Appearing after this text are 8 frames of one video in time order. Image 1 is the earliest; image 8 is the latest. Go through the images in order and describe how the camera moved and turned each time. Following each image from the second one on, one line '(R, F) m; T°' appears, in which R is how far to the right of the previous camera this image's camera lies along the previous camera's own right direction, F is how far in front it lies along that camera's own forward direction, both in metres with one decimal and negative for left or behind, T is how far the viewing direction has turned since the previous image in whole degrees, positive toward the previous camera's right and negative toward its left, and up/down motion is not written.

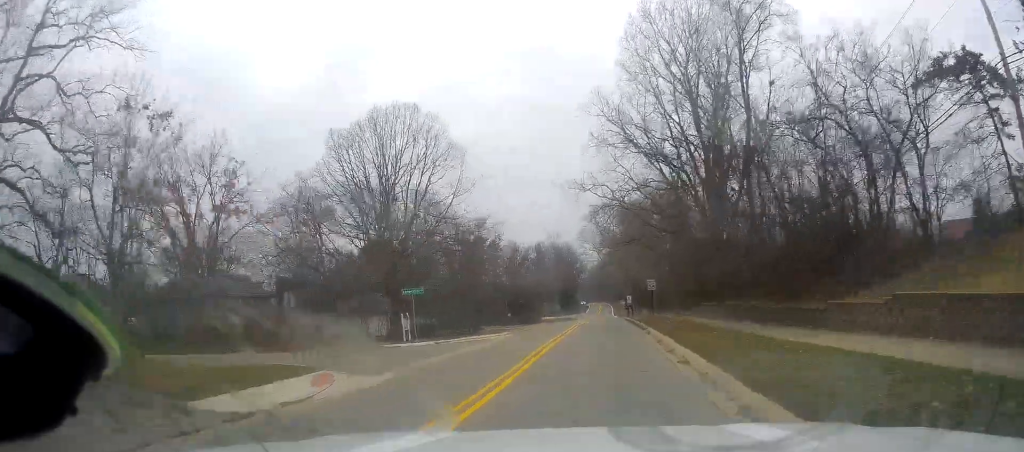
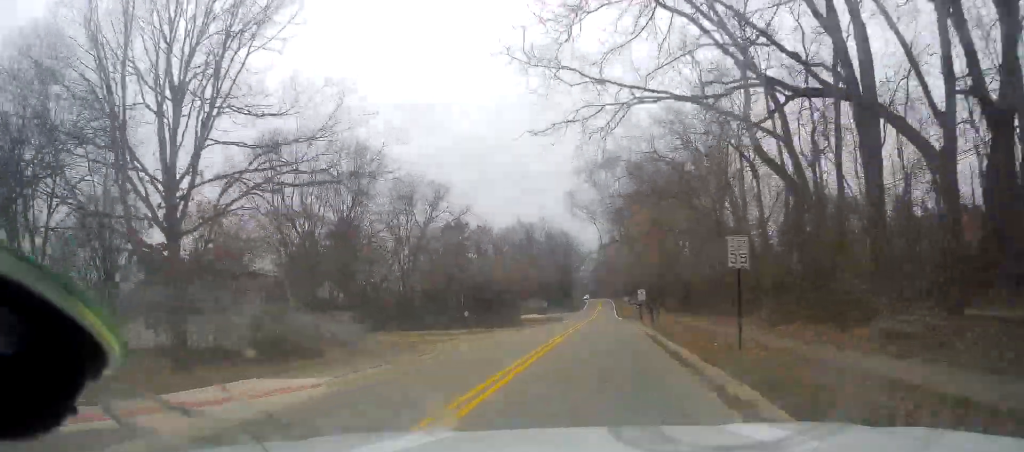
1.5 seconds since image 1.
(+1.1, +26.5) m; +1°
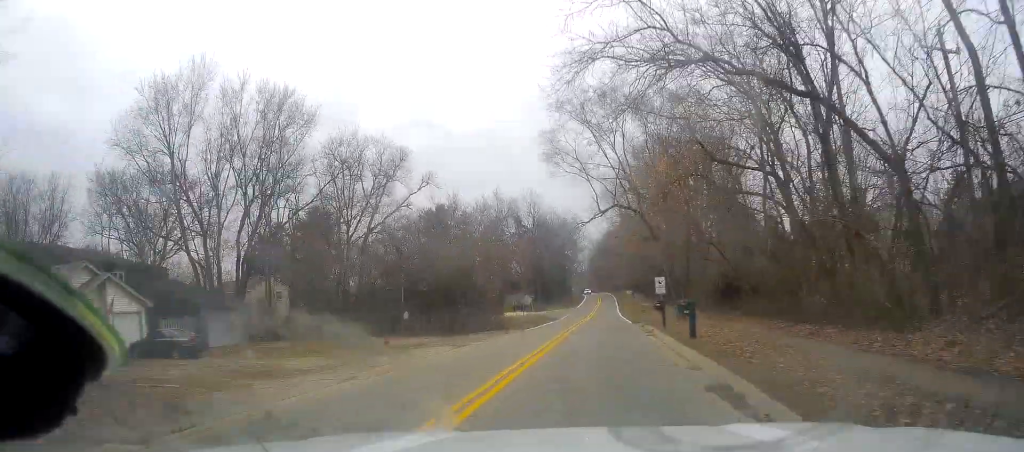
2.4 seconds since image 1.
(-0.9, +17.5) m; -1°
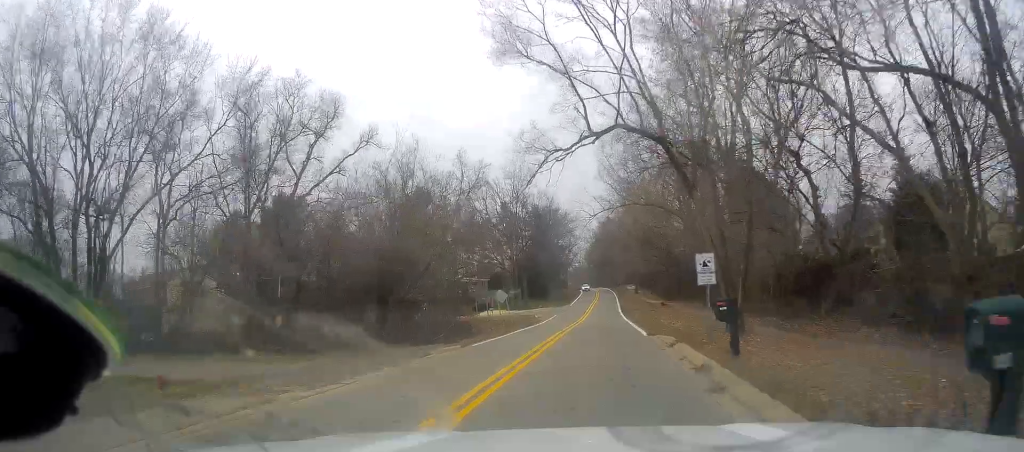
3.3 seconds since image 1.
(+0.6, +16.4) m; +1°
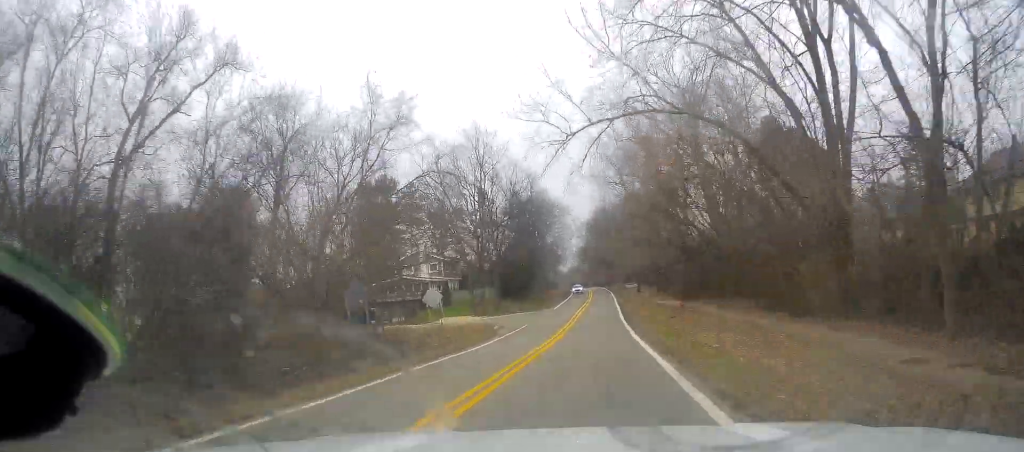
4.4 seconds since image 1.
(-0.4, +19.3) m; -1°
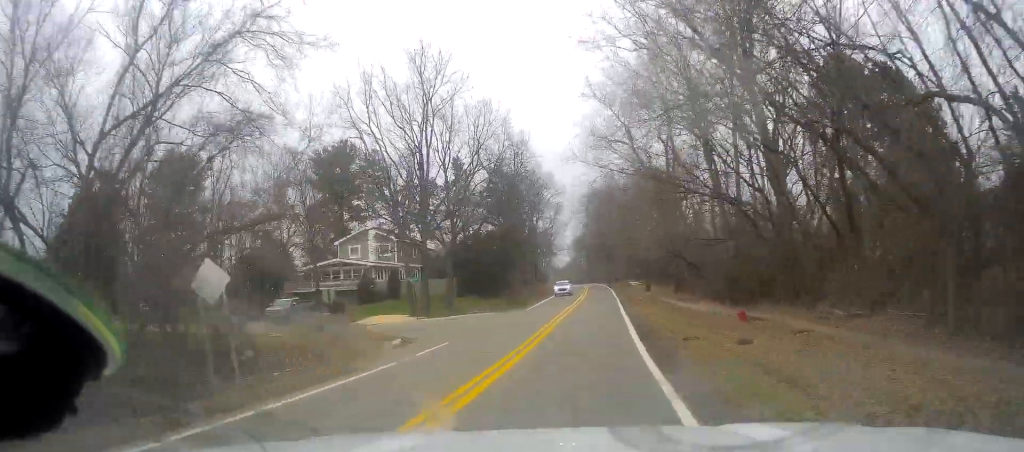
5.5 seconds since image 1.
(-0.1, +19.3) m; -1°
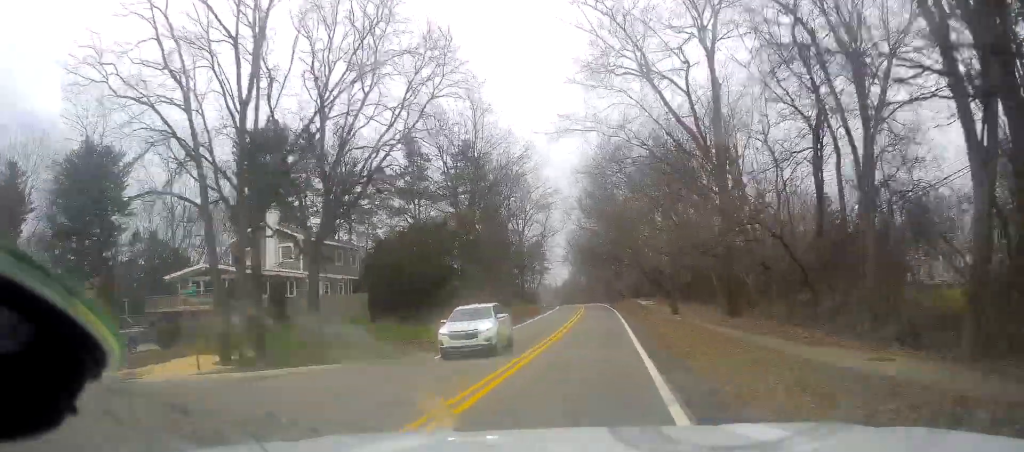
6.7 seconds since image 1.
(+0.3, +22.6) m; +2°
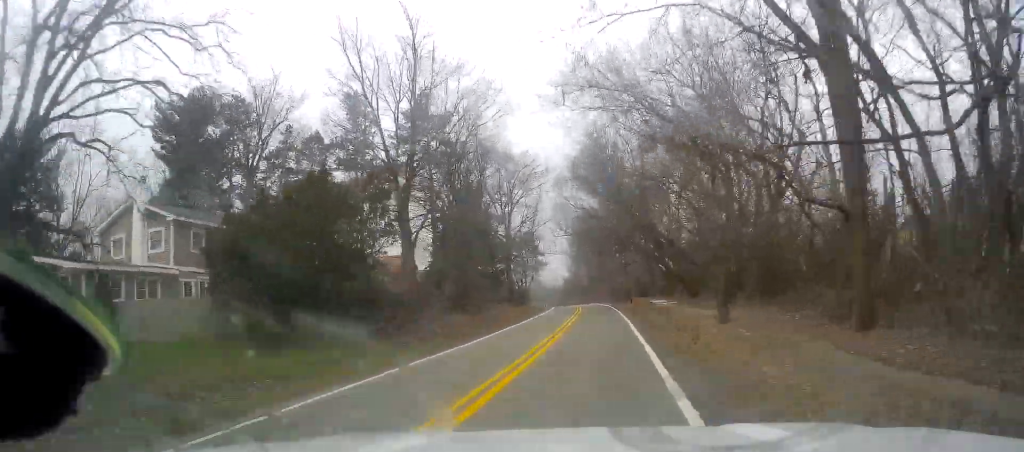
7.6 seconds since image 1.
(+0.4, +16.7) m; -1°
